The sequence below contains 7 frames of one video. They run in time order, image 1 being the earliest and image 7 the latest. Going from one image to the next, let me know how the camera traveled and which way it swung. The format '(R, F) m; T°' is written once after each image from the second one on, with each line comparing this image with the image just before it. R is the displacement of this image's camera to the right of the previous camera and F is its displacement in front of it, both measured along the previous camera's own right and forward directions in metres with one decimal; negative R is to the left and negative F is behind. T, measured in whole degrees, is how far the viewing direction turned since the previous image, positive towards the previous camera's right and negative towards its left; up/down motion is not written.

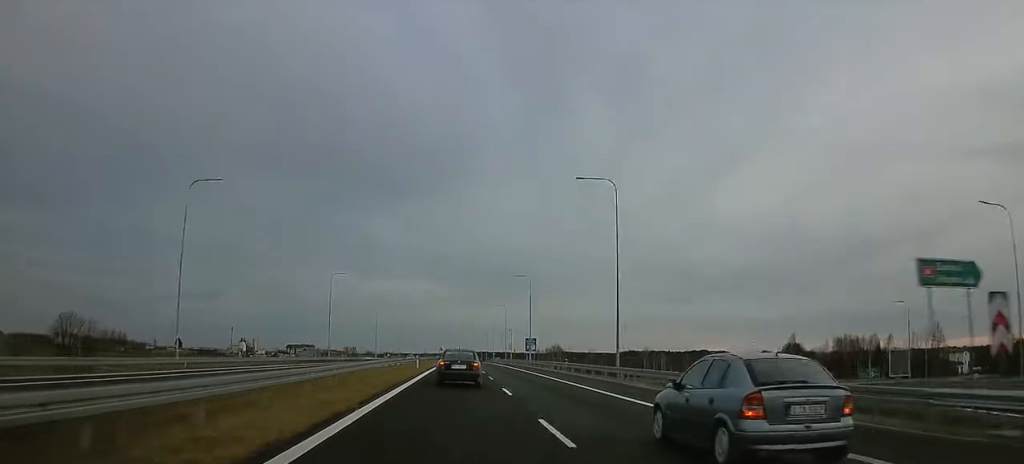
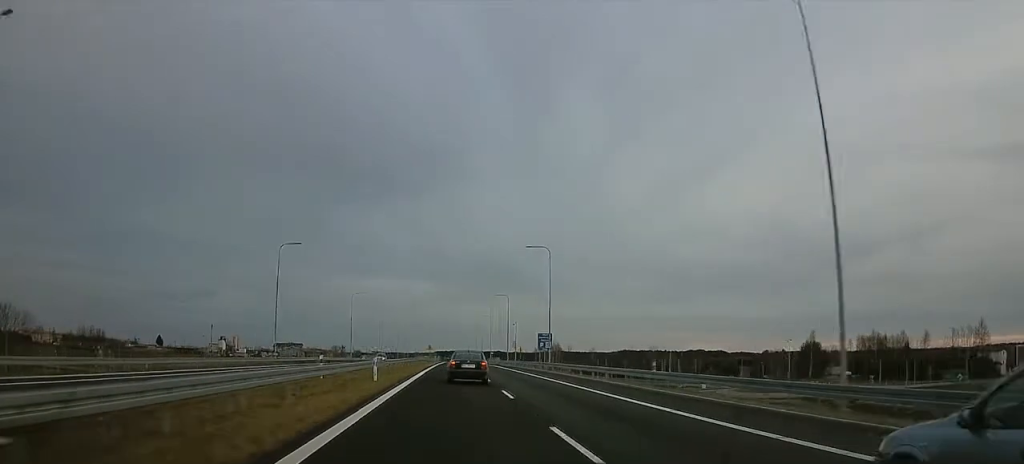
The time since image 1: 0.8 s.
(0.0, +25.5) m; 0°
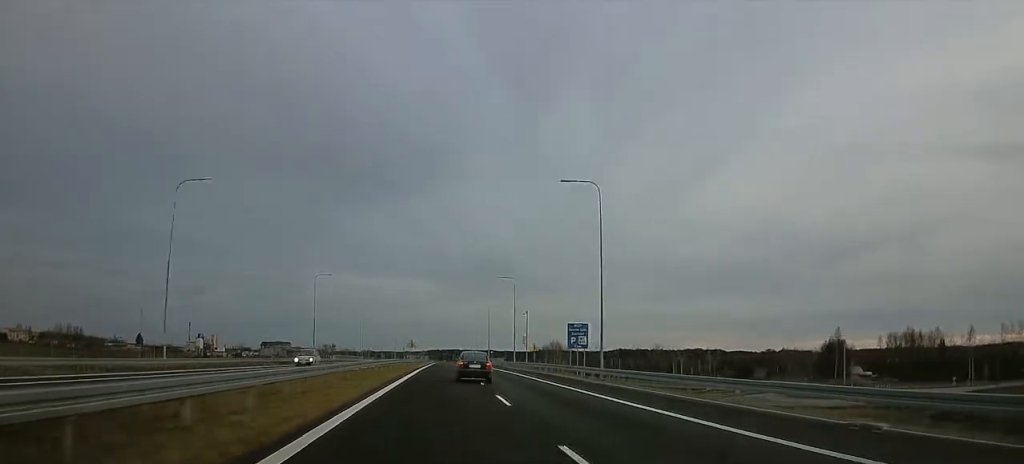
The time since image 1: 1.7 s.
(0.0, +26.5) m; 0°
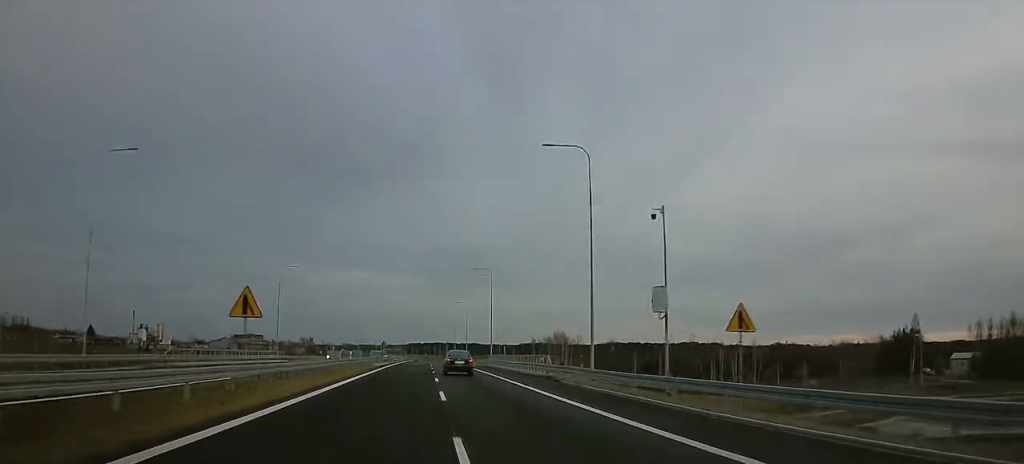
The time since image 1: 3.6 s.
(0.0, +59.2) m; 0°
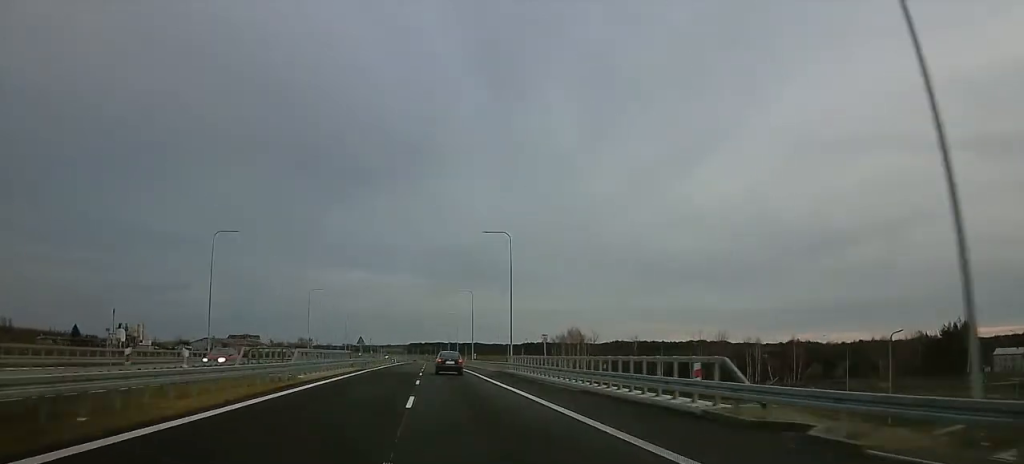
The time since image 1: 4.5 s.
(0.0, +26.7) m; 0°
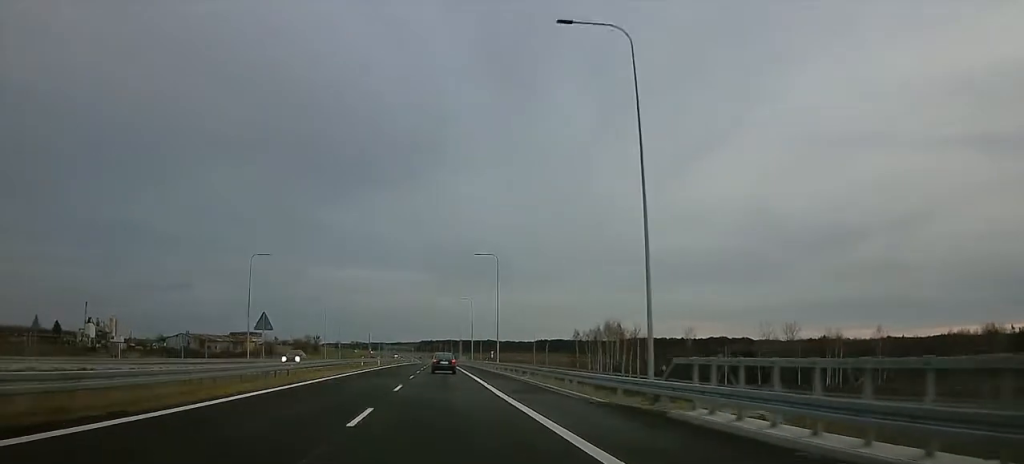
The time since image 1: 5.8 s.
(0.0, +40.1) m; 0°
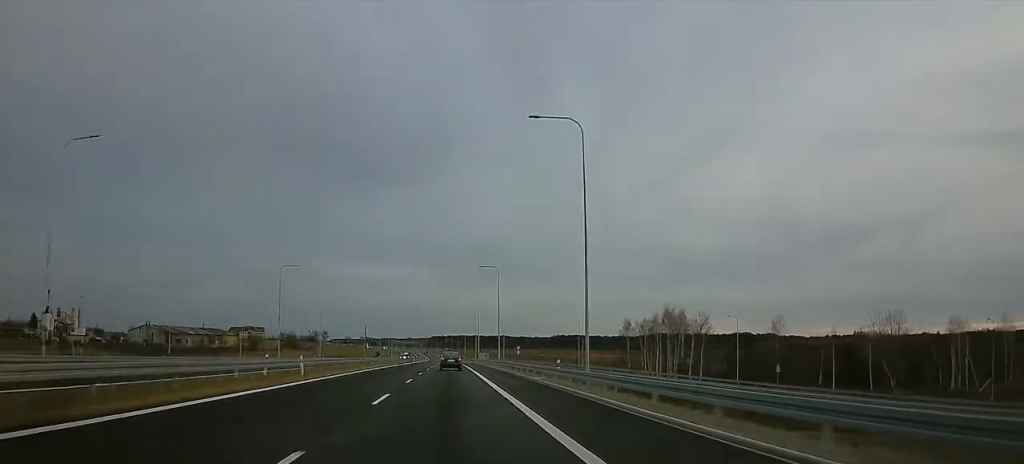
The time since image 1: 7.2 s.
(-0.2, +43.4) m; 0°
